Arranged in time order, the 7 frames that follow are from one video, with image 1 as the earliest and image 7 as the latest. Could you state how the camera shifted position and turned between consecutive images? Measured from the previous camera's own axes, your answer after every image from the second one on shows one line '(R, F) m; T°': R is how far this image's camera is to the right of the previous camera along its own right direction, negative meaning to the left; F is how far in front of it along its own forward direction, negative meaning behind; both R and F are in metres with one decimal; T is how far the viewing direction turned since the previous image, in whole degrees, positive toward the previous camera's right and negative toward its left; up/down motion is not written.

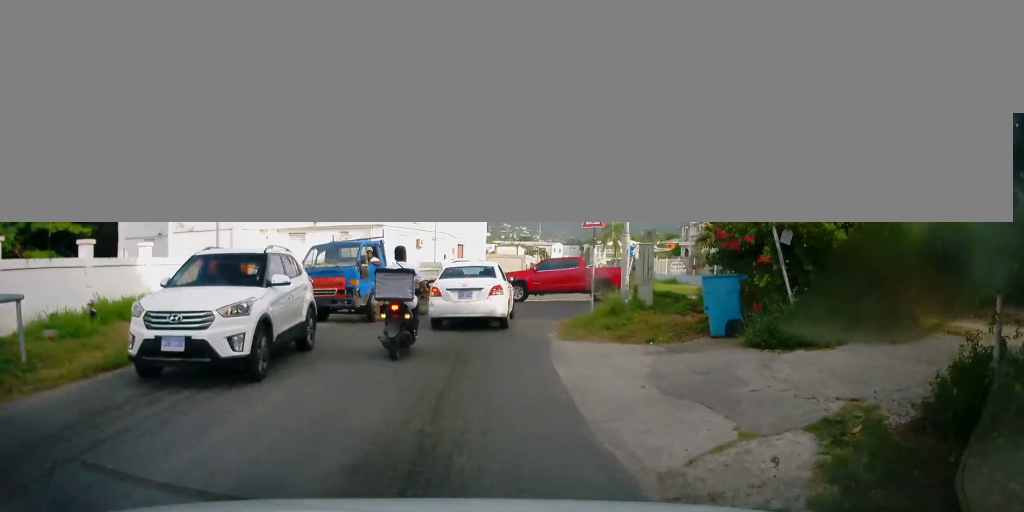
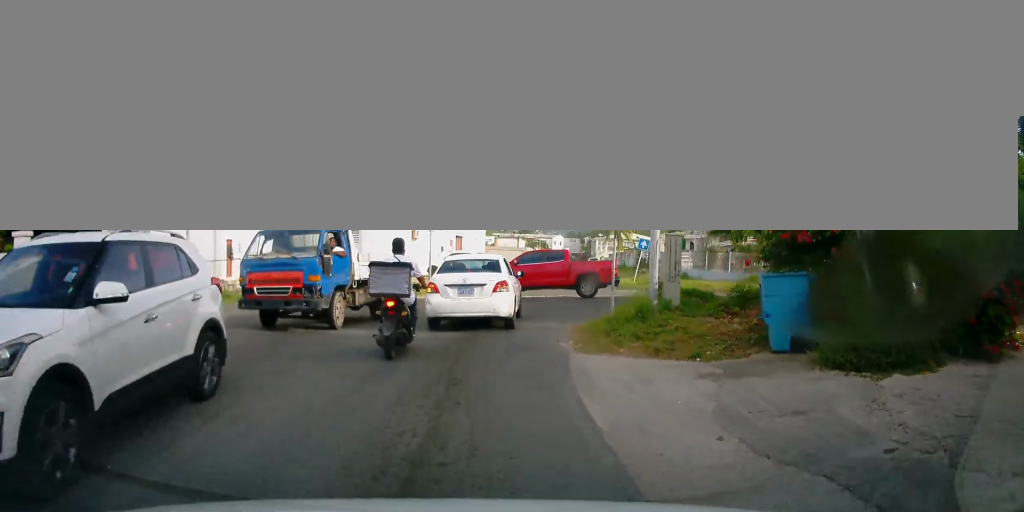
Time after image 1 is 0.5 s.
(0.0, +1.8) m; -2°
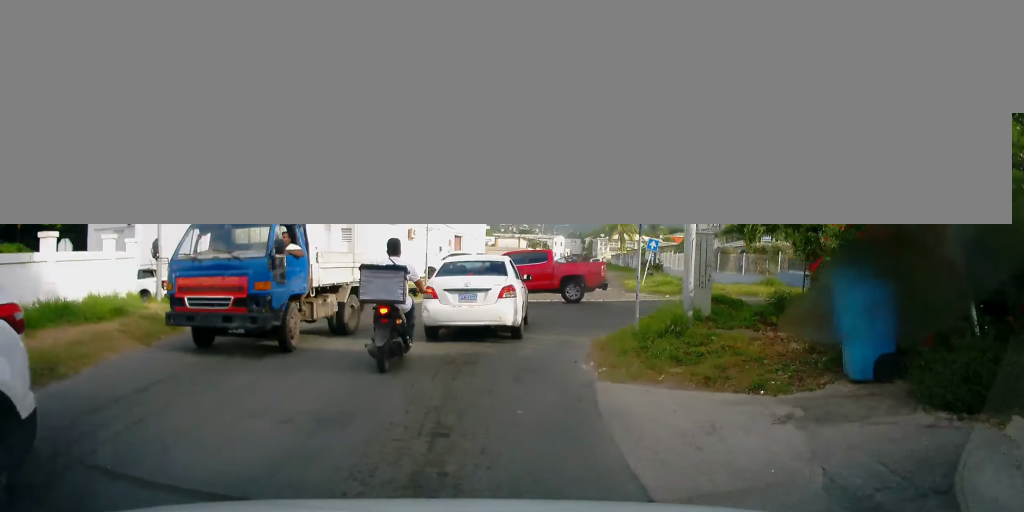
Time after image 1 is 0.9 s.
(-0.2, +1.8) m; 0°
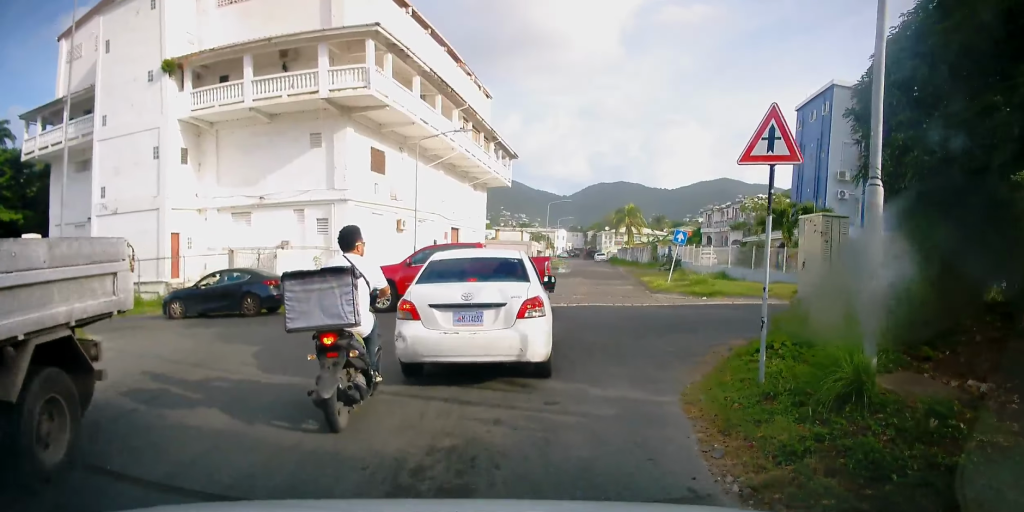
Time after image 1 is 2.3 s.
(+0.3, +4.9) m; +7°
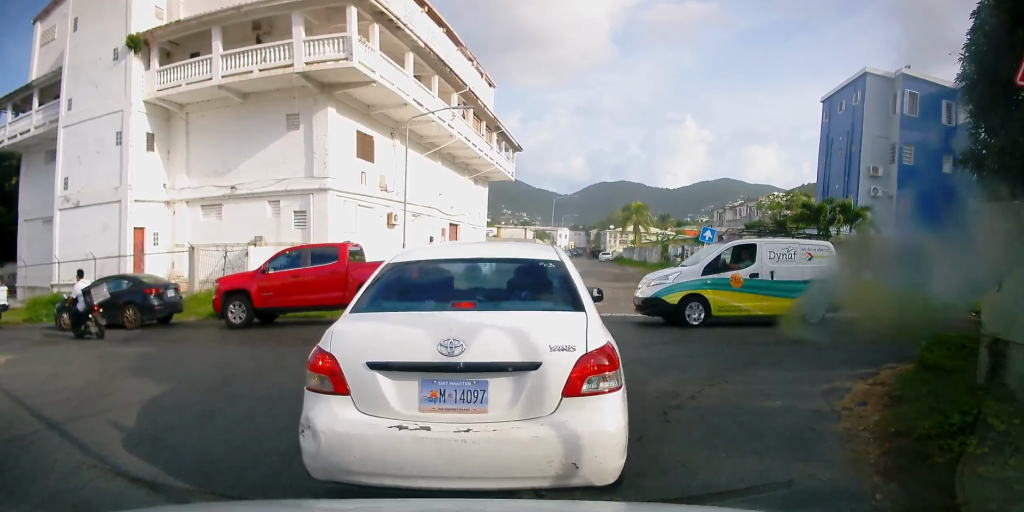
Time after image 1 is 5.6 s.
(0.0, +4.3) m; +1°
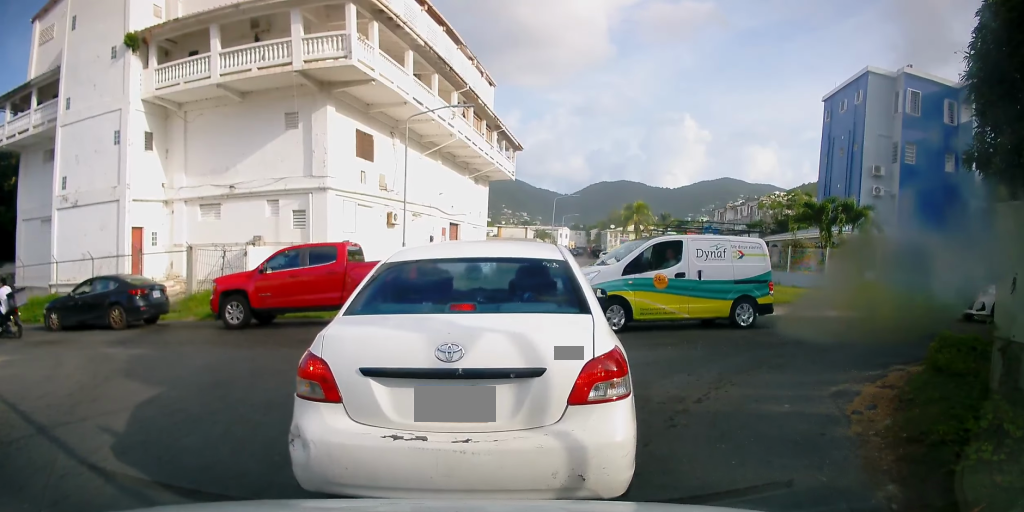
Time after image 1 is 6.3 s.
(0.0, +0.1) m; 0°
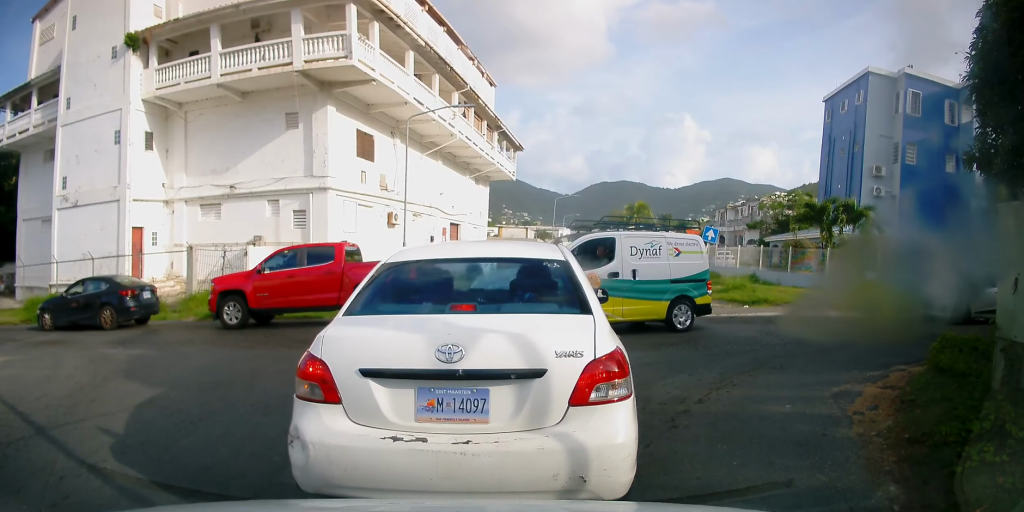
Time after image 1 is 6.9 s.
(0.0, -0.2) m; 0°
